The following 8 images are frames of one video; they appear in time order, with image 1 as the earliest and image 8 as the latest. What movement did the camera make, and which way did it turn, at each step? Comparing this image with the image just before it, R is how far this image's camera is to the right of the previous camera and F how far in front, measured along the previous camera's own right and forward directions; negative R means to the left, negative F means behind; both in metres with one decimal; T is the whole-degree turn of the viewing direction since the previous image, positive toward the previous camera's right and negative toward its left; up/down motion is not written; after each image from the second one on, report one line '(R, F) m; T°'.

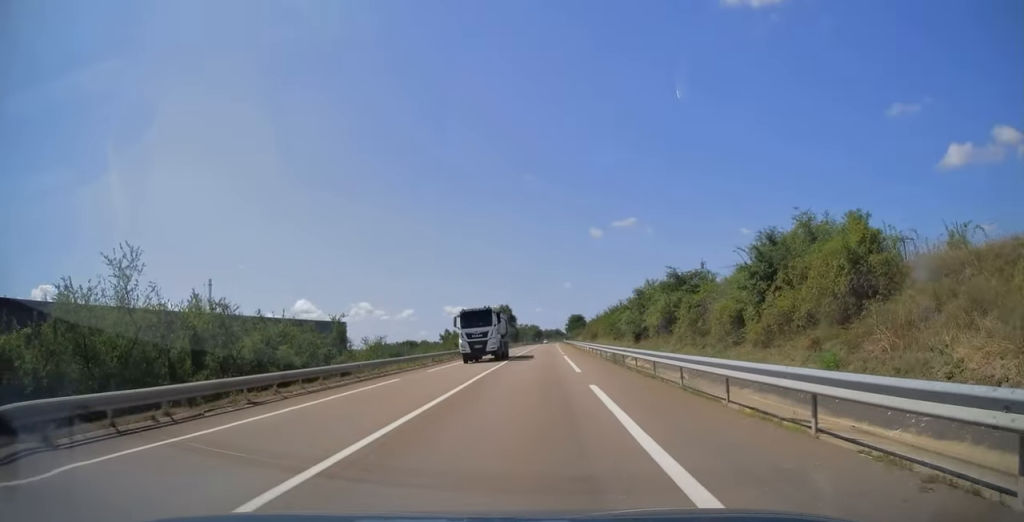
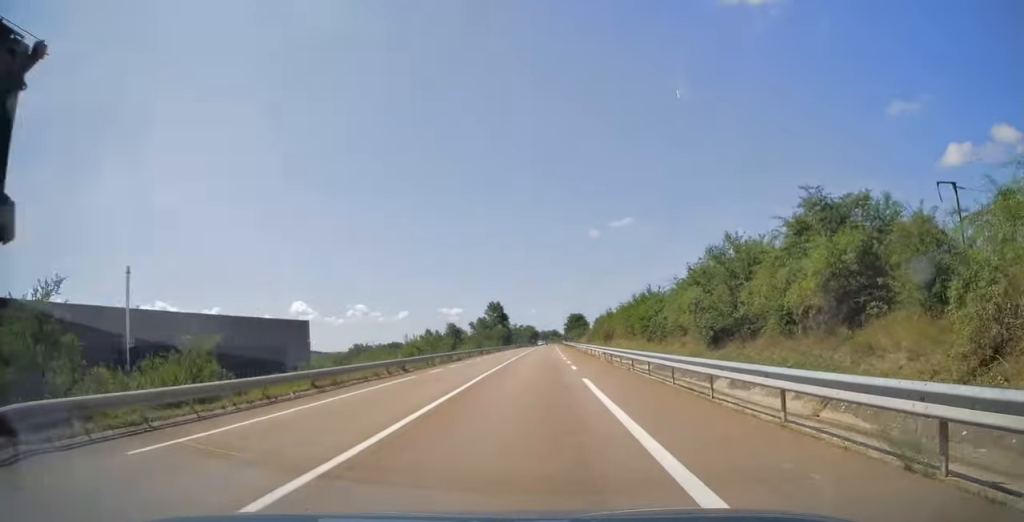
(0.0, +21.2) m; 0°
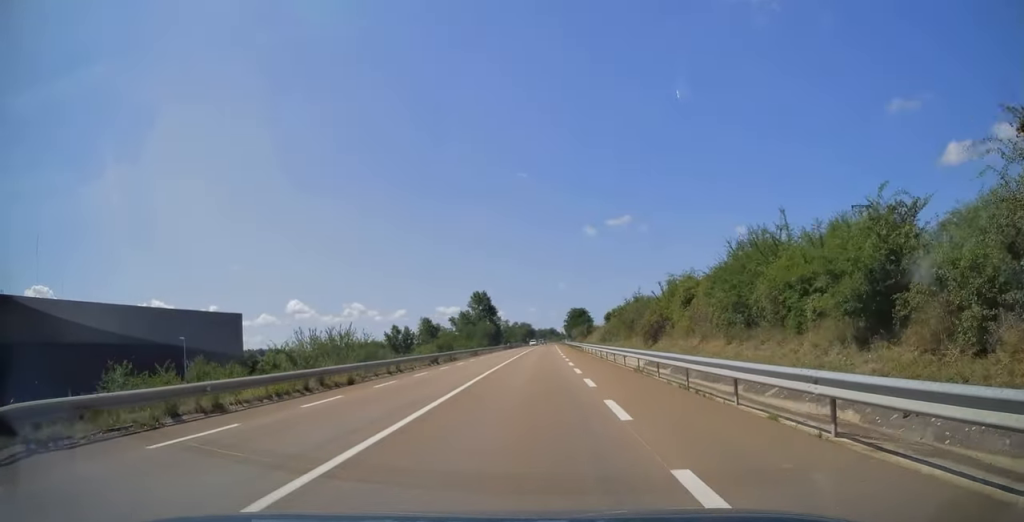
(+0.1, +27.8) m; 0°
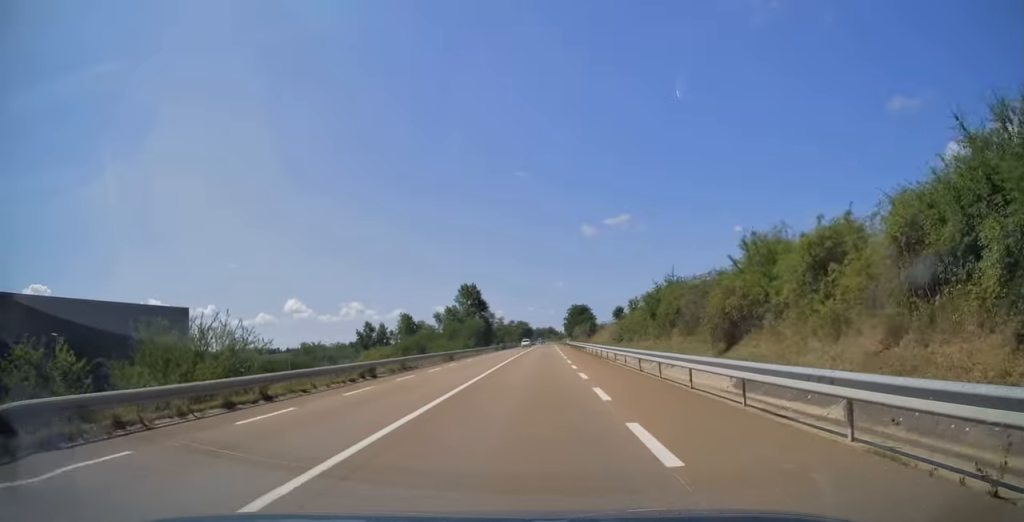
(+0.1, +15.9) m; 0°
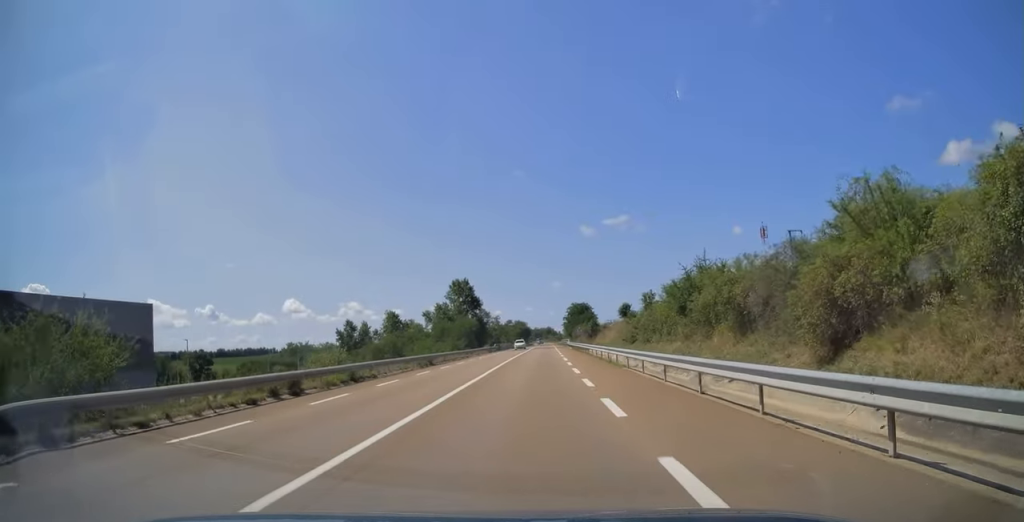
(0.0, +8.8) m; 0°
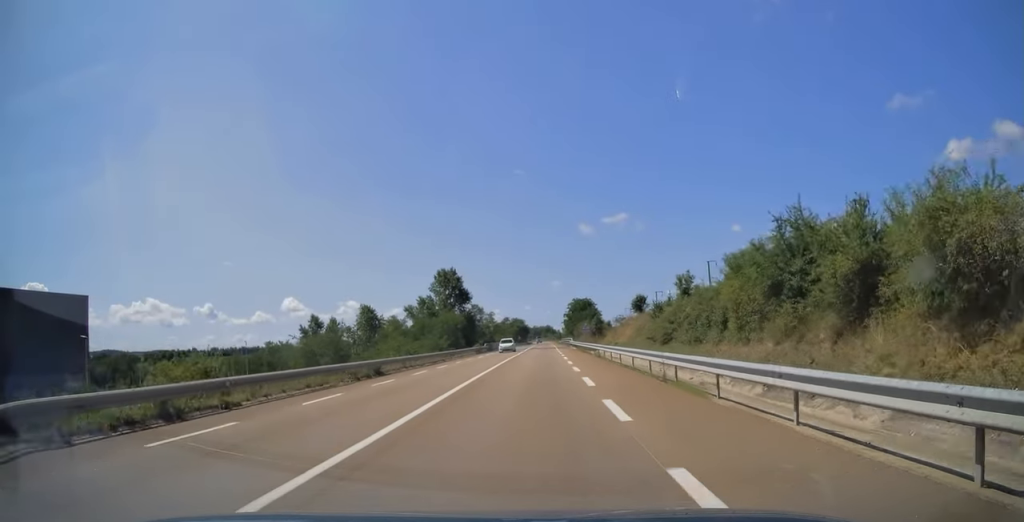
(0.0, +13.2) m; 0°
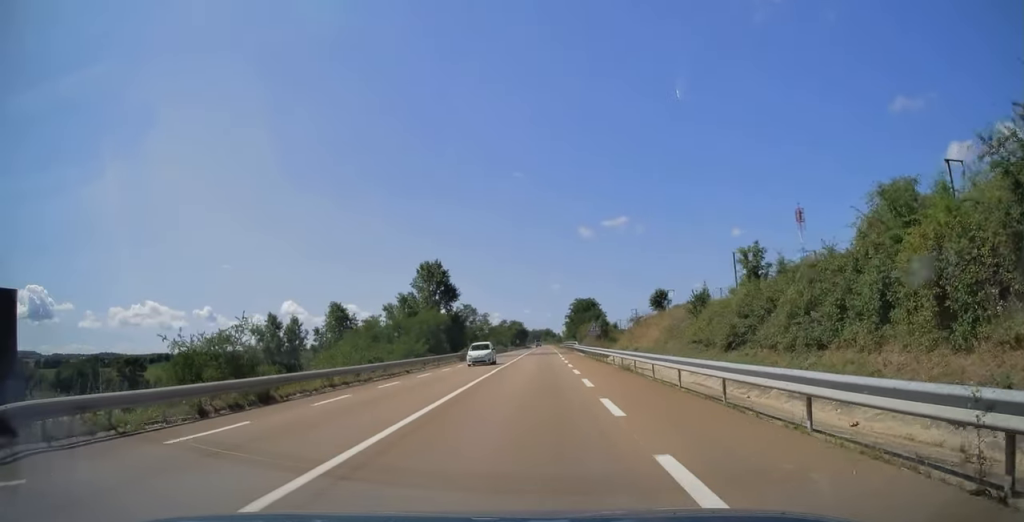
(0.0, +12.1) m; 0°
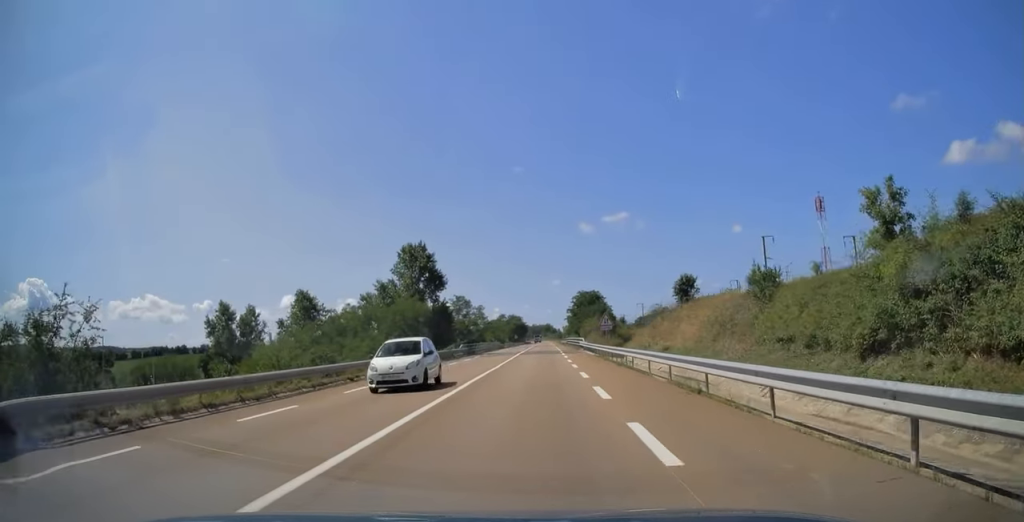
(0.0, +10.3) m; 0°
